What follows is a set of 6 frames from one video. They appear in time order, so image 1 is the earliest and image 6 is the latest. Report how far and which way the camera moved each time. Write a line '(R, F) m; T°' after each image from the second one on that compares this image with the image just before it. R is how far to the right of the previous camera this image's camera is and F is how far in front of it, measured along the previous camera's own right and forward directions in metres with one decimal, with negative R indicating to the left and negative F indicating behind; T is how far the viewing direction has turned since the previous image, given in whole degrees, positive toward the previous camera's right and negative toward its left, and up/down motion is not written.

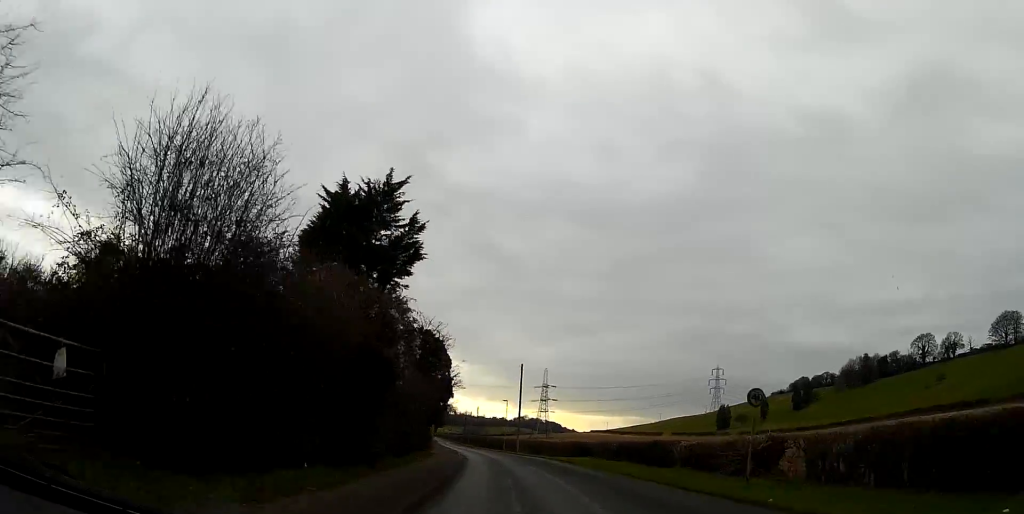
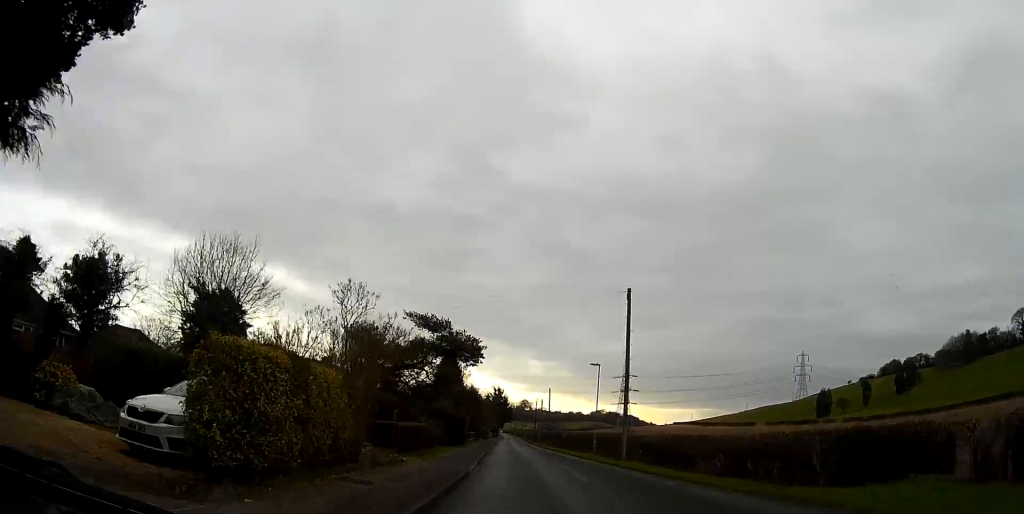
(-1.8, +34.5) m; -6°
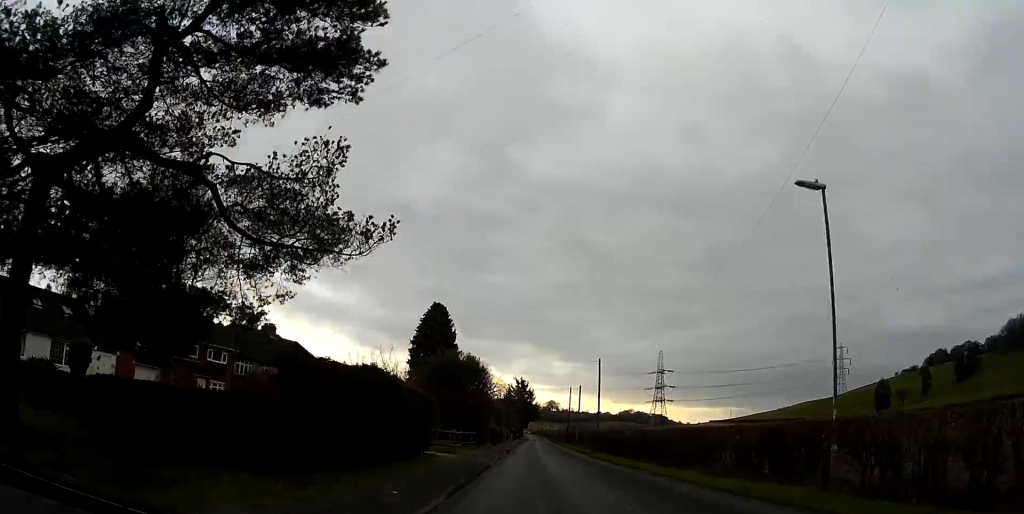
(-0.9, +31.4) m; -2°
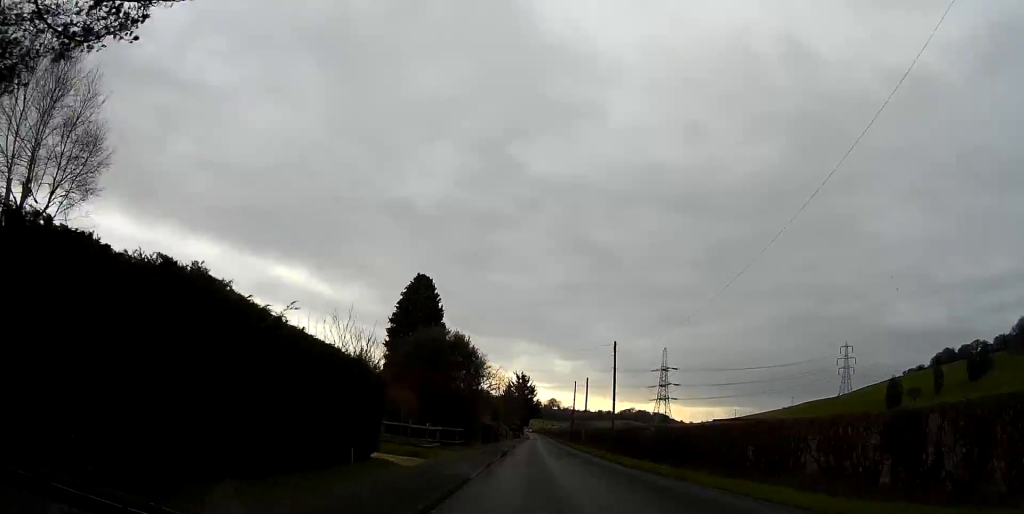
(0.0, +8.2) m; 0°
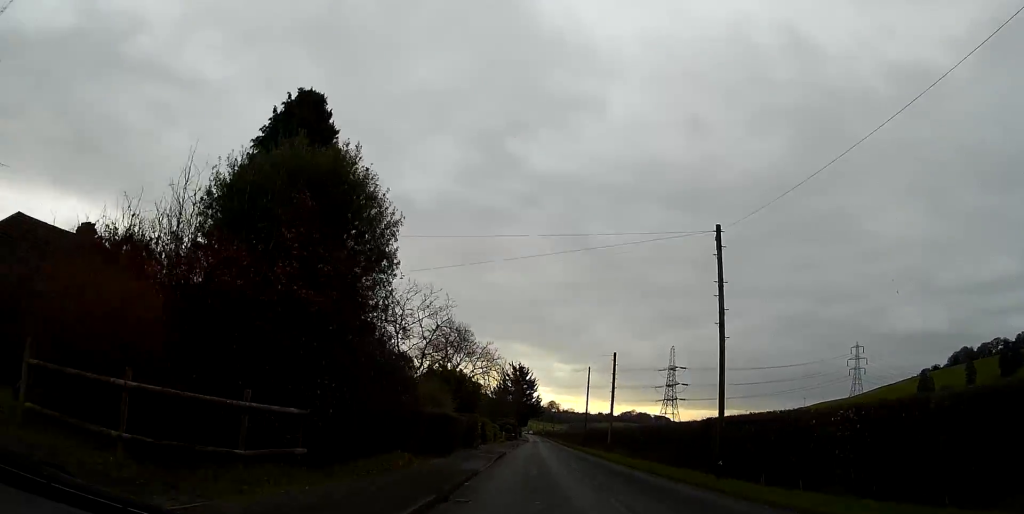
(+0.2, +23.6) m; 0°
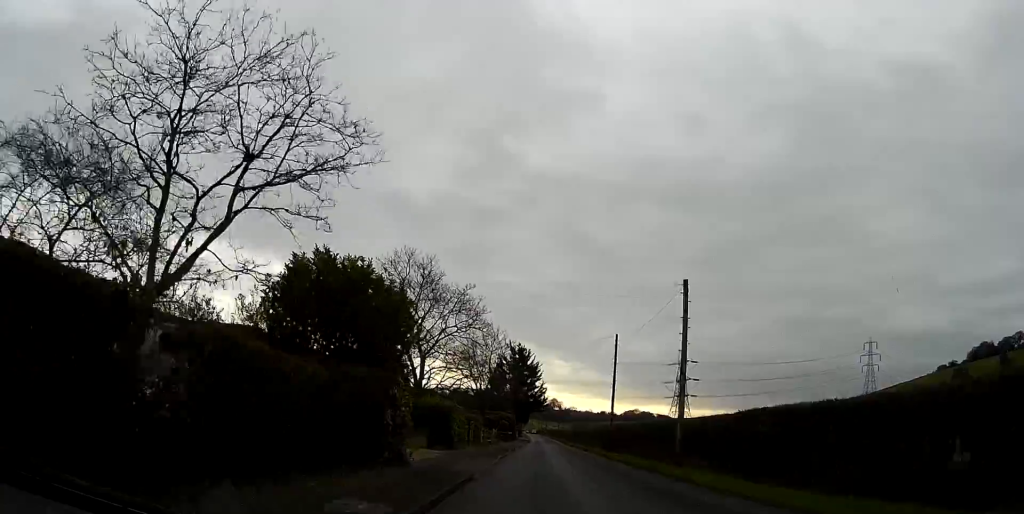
(-0.1, +21.7) m; 0°
